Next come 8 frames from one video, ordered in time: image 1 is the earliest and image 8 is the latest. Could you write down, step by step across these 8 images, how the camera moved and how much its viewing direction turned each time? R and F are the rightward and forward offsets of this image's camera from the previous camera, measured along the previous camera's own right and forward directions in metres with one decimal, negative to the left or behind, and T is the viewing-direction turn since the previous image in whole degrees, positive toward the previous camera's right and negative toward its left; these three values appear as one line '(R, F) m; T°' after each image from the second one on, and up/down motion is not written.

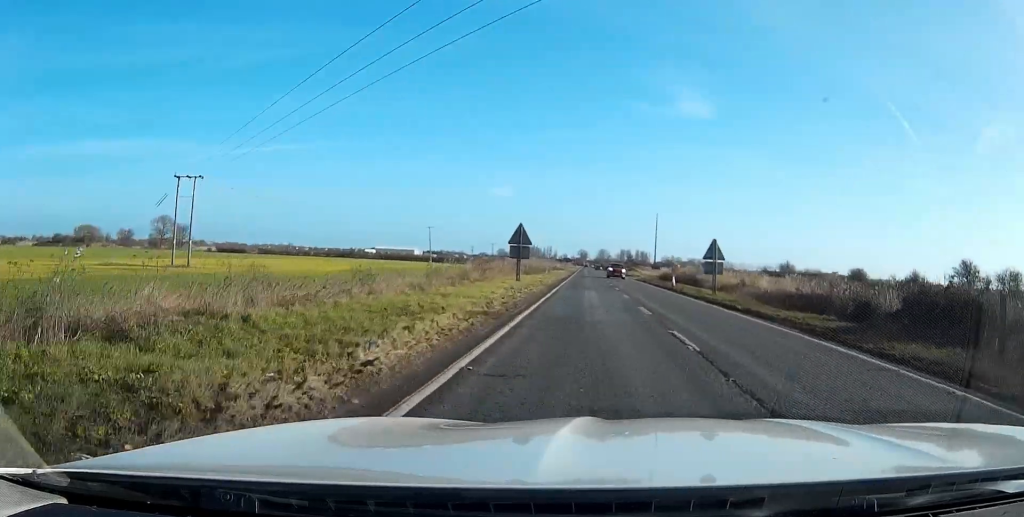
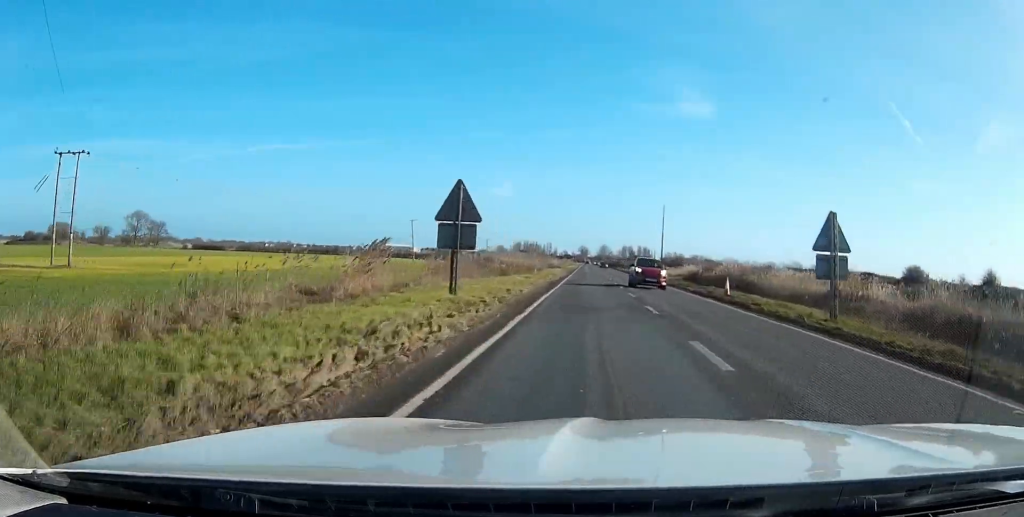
(0.0, +19.4) m; 0°
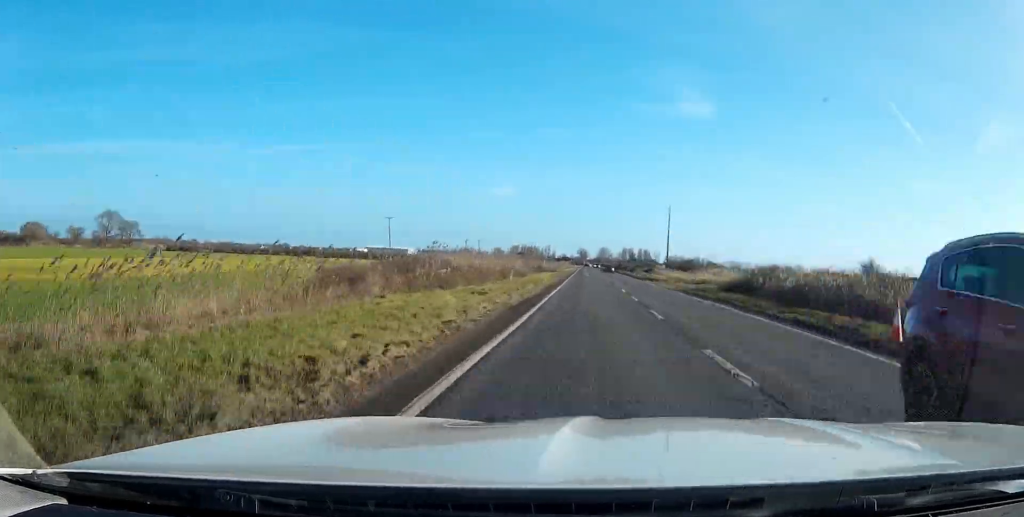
(0.0, +19.5) m; 0°
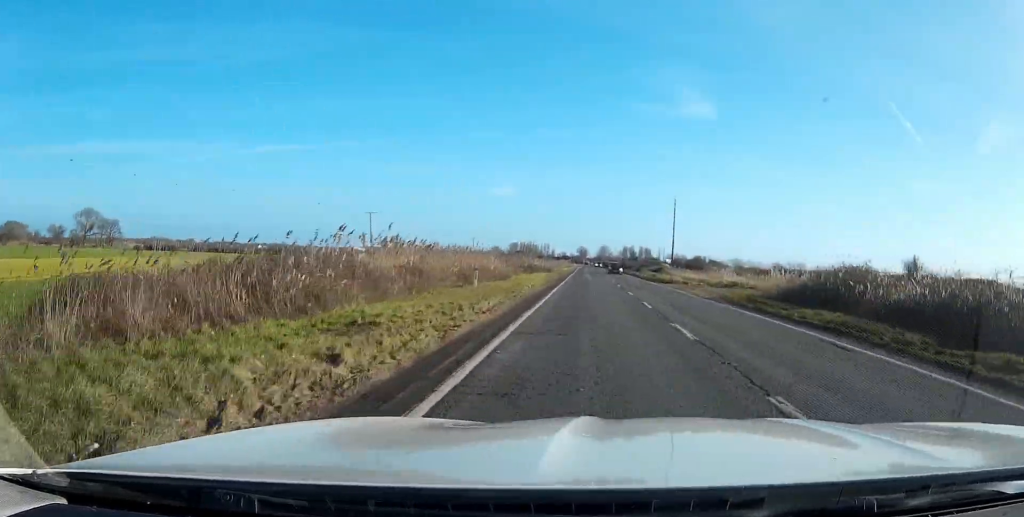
(0.0, +14.4) m; 0°
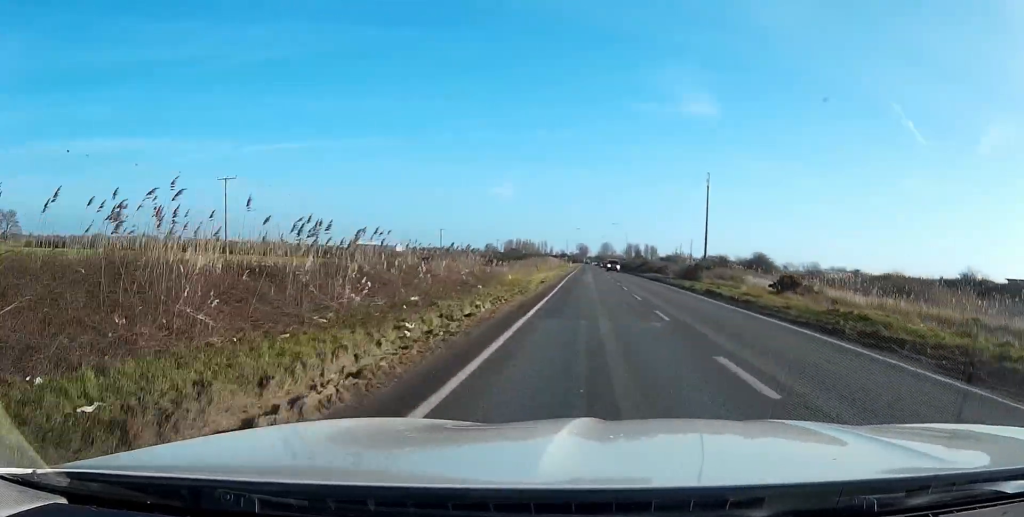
(+0.1, +58.5) m; 0°
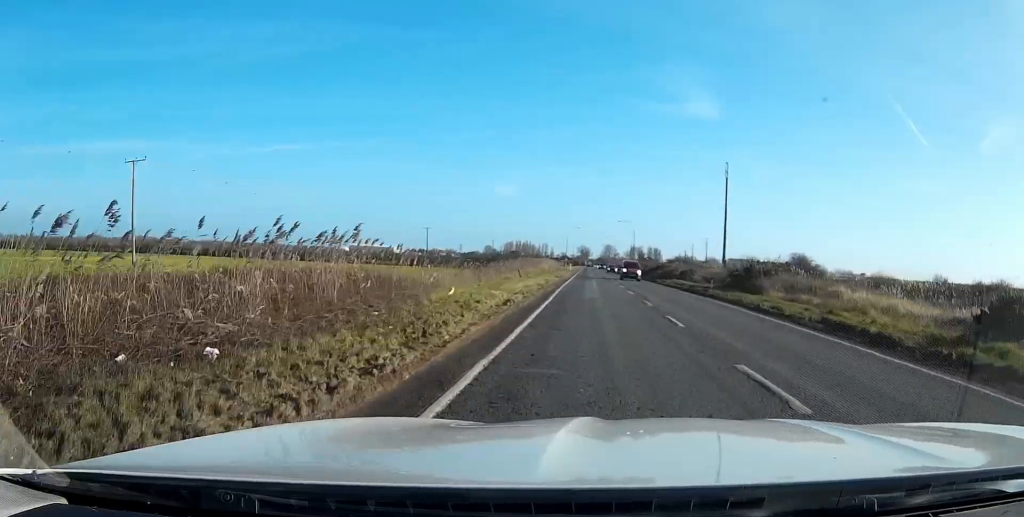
(-0.1, +18.7) m; 0°
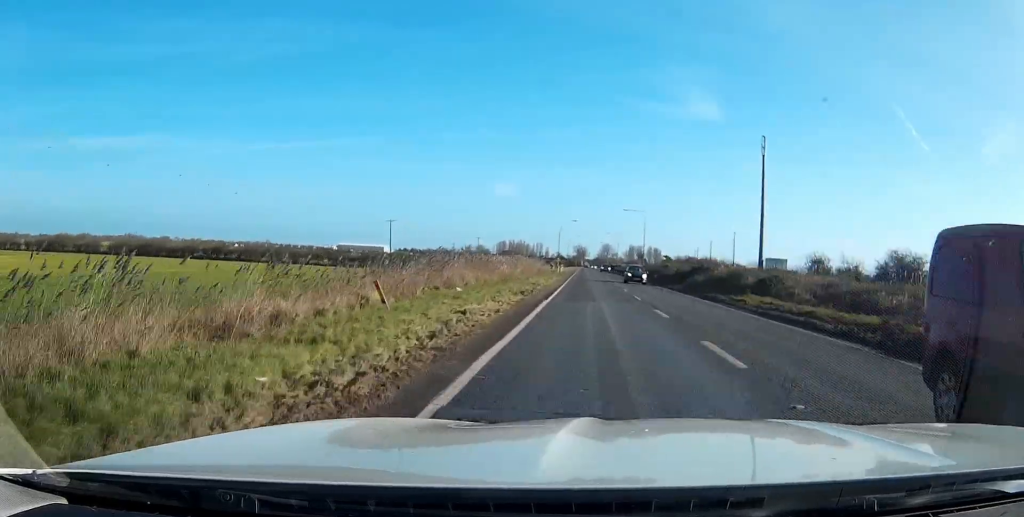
(+0.1, +32.2) m; 0°
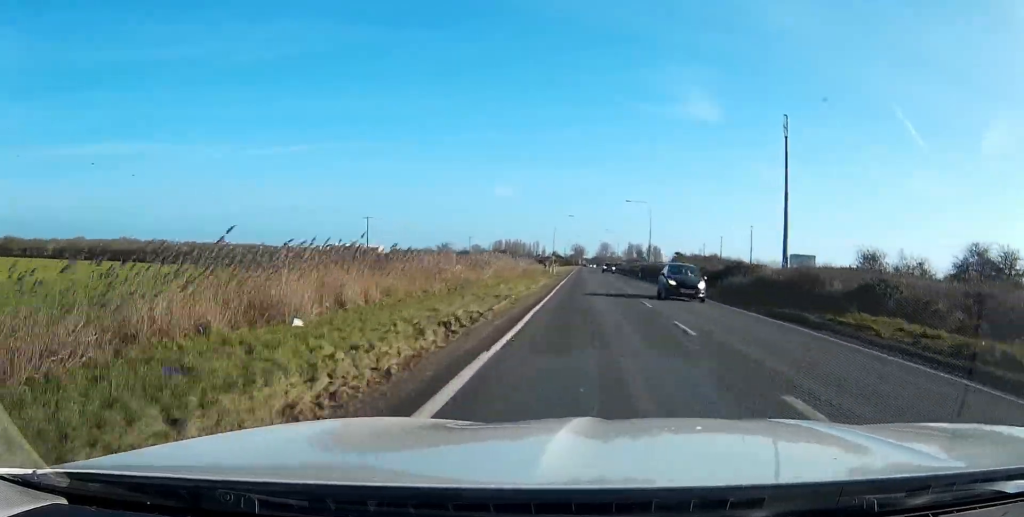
(0.0, +13.6) m; 0°
